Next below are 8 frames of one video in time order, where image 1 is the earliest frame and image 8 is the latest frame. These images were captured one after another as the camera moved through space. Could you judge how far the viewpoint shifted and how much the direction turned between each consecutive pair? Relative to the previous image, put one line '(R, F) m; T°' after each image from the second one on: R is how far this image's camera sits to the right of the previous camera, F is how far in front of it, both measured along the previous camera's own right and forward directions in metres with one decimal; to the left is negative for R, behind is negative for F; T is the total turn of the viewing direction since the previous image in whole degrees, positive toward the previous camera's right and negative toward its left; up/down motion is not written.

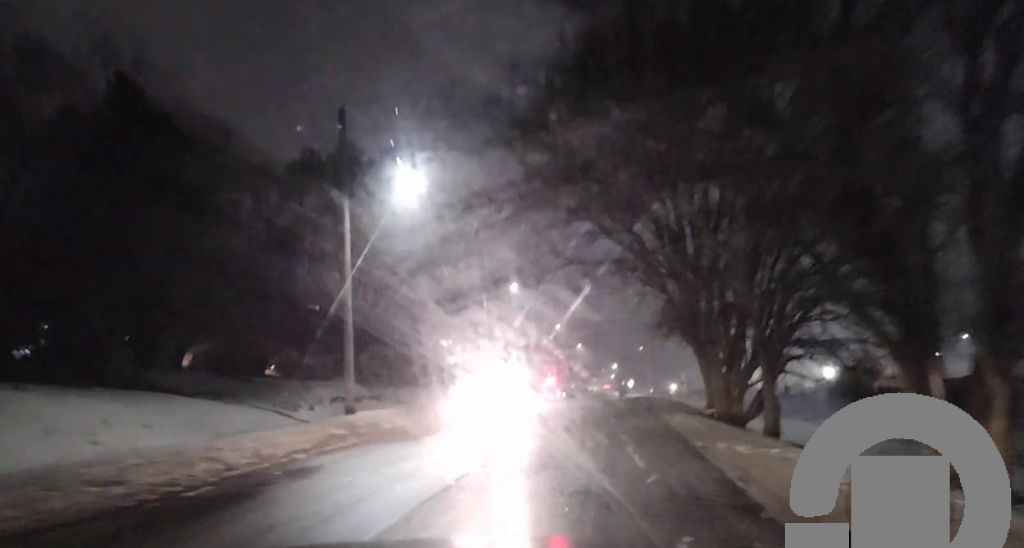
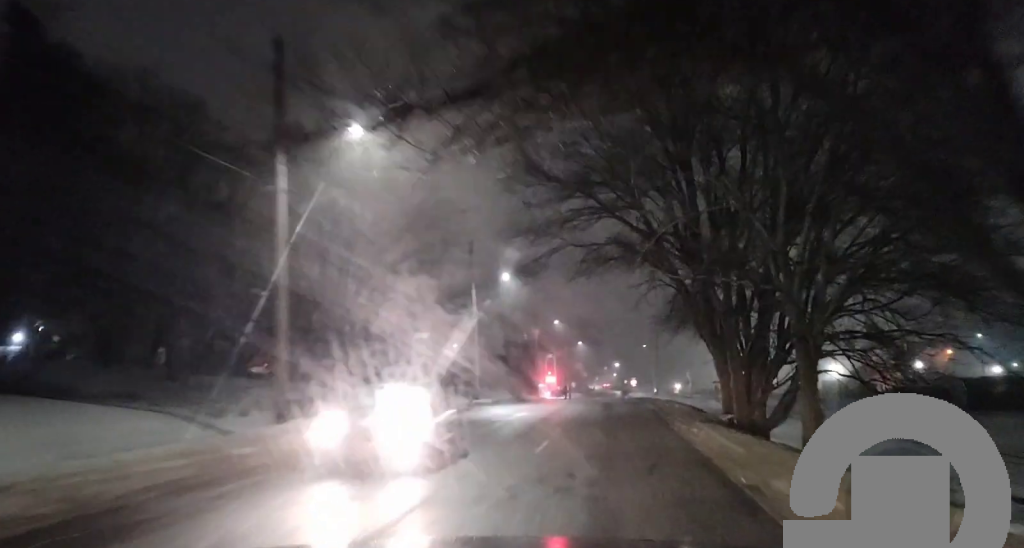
(+0.1, +6.3) m; -1°
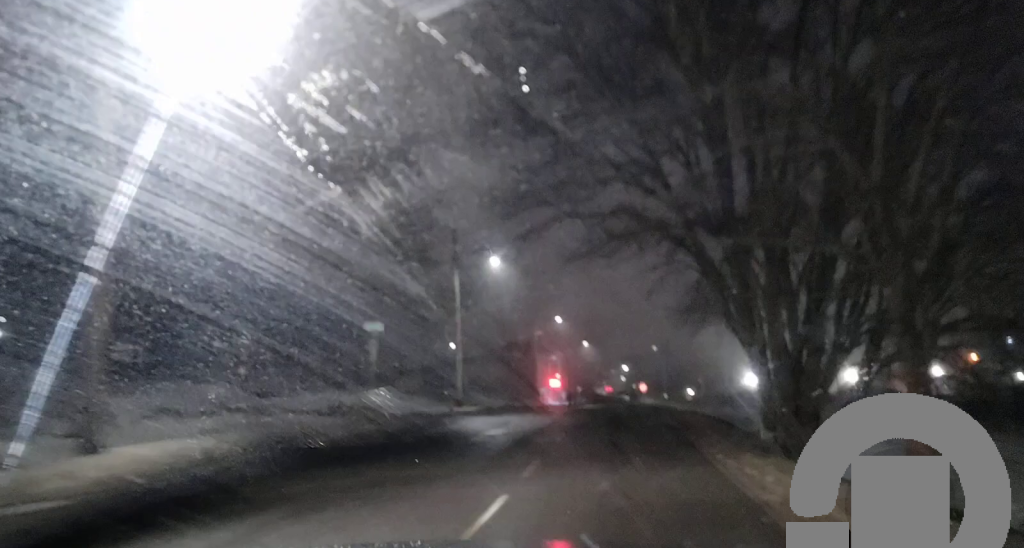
(-0.2, +8.0) m; -1°
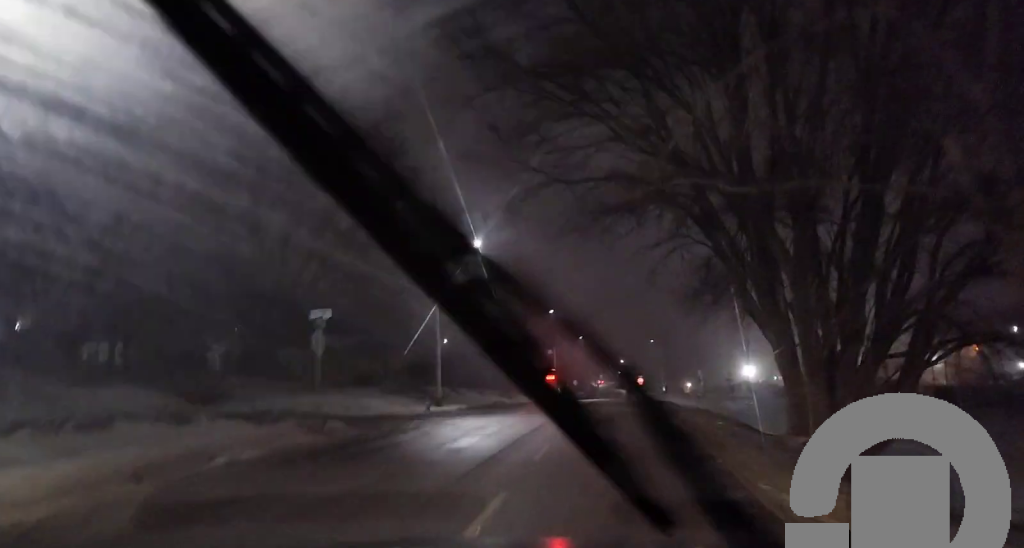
(-0.1, +4.8) m; 0°
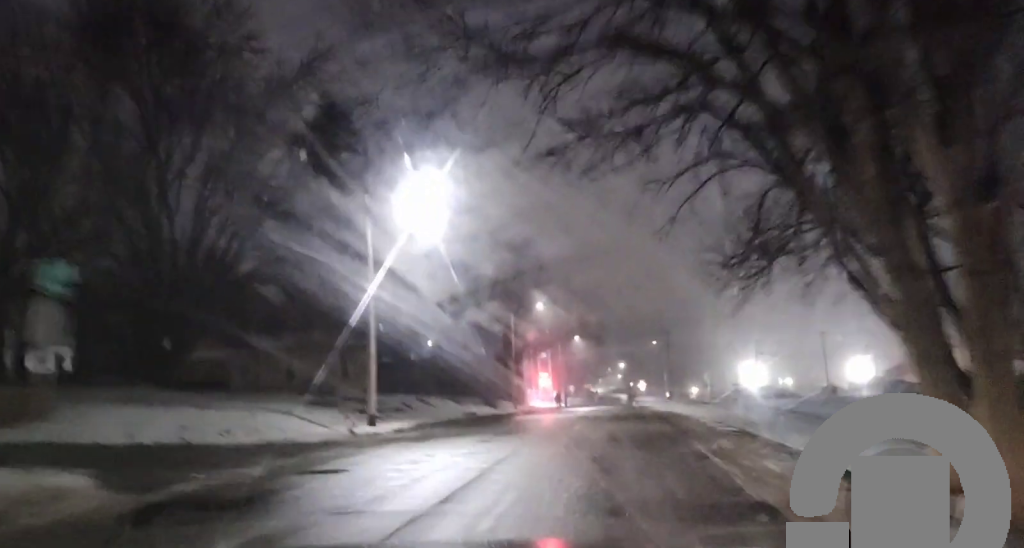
(+0.2, +11.2) m; +4°
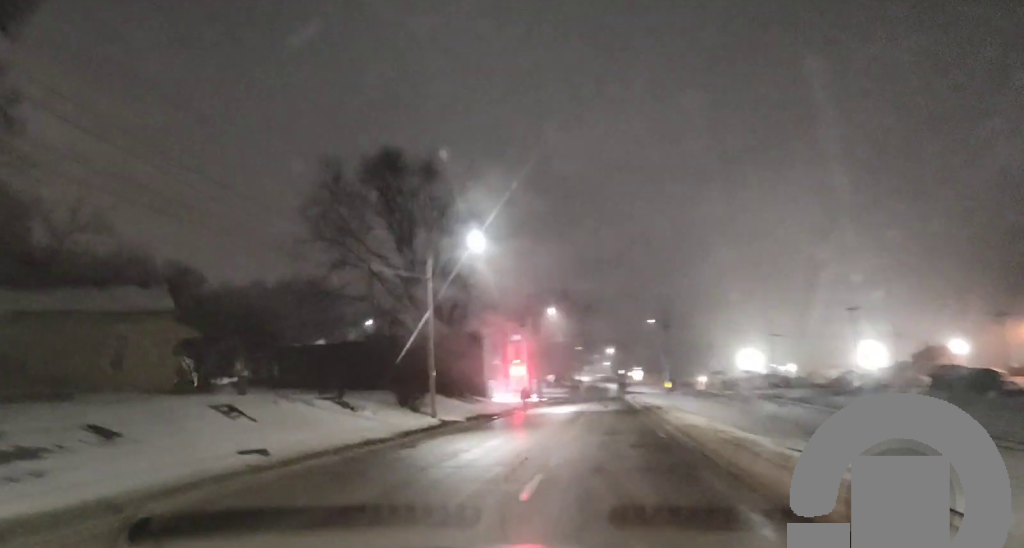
(-0.4, +28.9) m; -3°
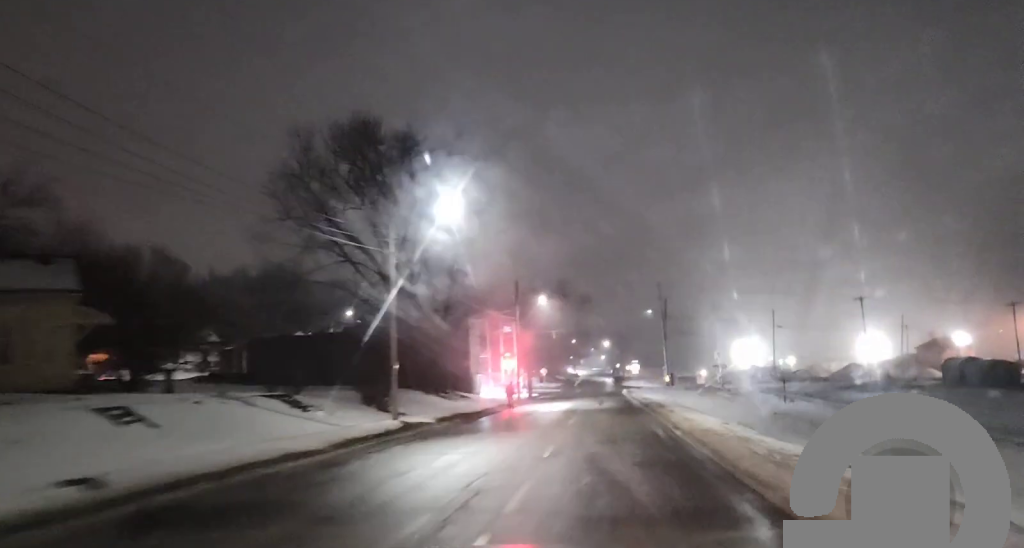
(0.0, +6.6) m; 0°
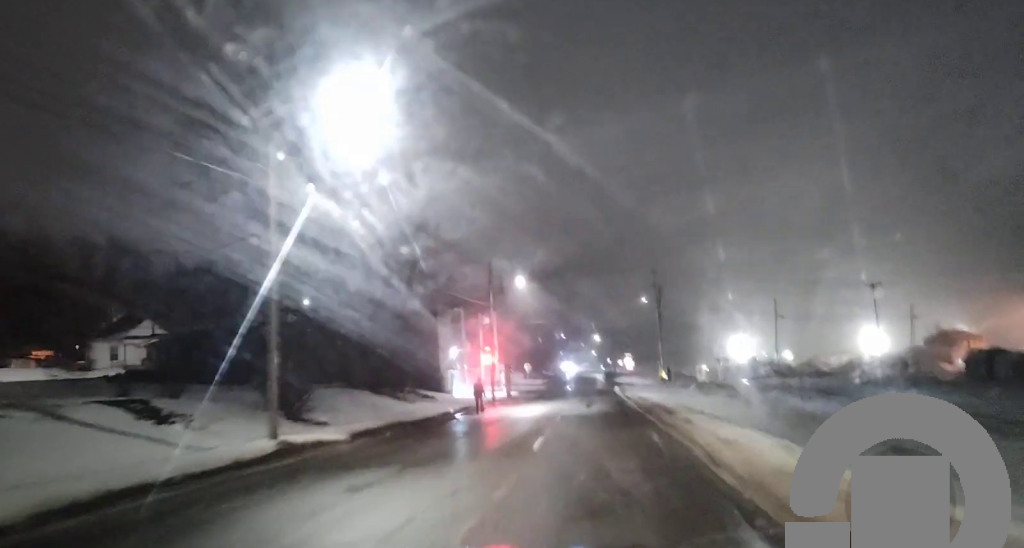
(+0.1, +11.2) m; +2°
